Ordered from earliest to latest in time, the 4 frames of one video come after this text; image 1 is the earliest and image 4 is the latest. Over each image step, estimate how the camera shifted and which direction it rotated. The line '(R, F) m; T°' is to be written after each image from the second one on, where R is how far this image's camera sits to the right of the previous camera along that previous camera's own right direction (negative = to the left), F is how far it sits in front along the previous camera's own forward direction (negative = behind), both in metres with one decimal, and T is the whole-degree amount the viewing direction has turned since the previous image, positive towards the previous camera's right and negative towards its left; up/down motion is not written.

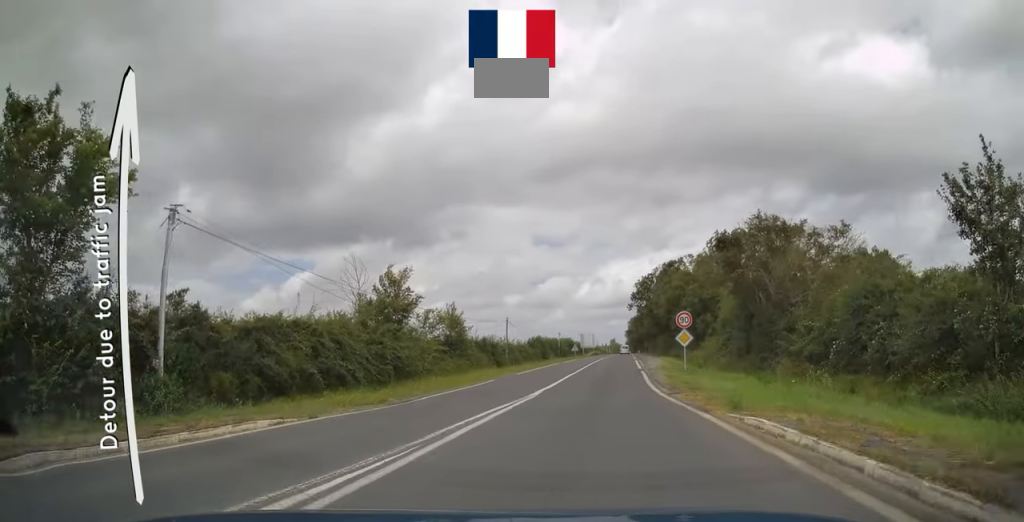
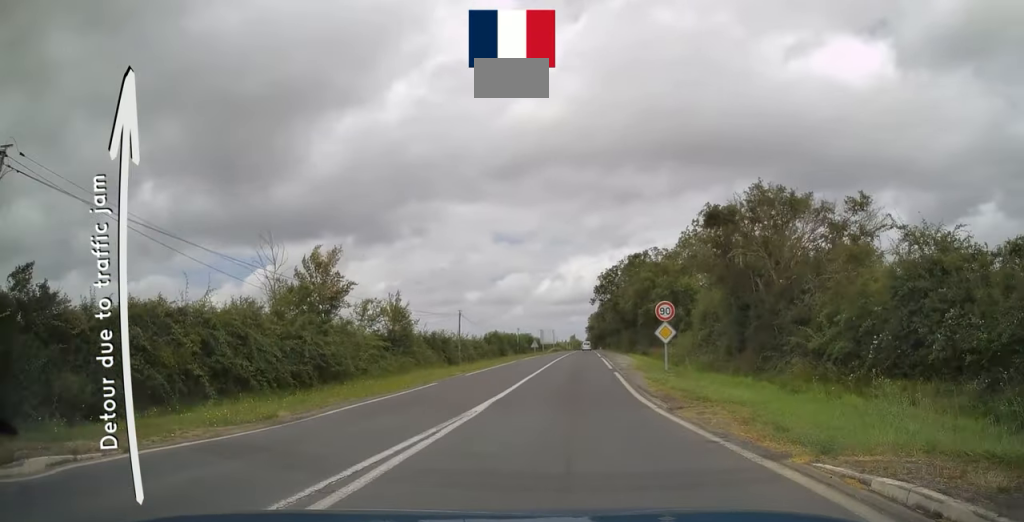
(+0.1, +5.2) m; +3°
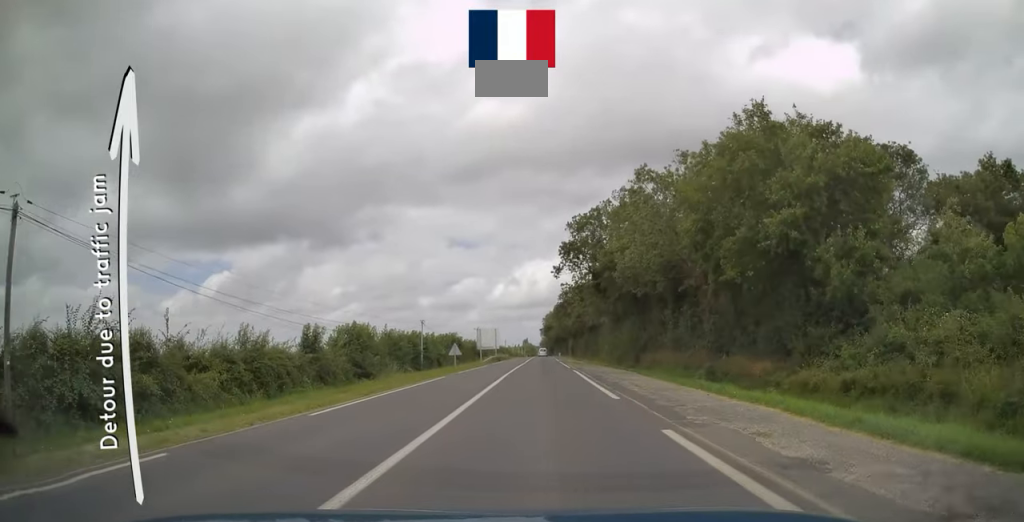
(+3.0, +41.9) m; +5°
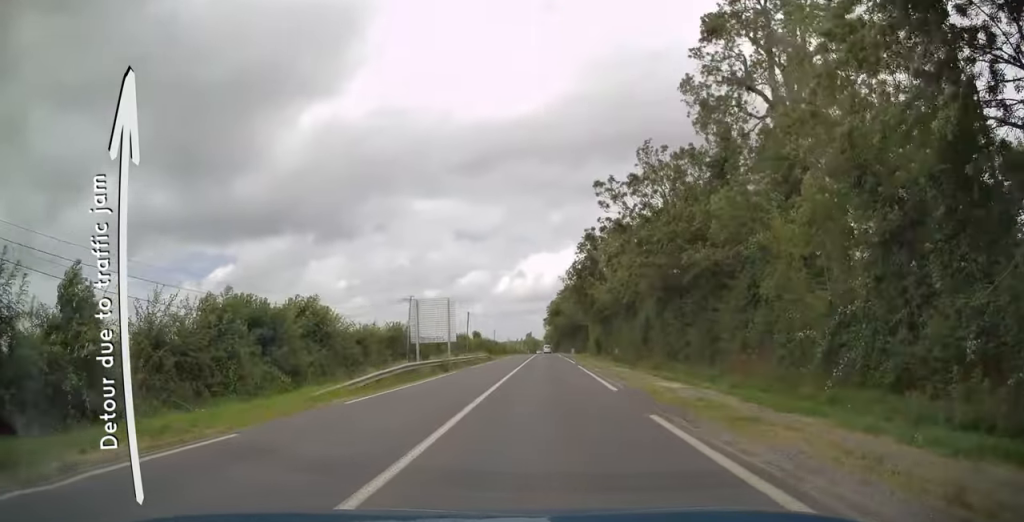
(-0.2, +50.4) m; 0°
